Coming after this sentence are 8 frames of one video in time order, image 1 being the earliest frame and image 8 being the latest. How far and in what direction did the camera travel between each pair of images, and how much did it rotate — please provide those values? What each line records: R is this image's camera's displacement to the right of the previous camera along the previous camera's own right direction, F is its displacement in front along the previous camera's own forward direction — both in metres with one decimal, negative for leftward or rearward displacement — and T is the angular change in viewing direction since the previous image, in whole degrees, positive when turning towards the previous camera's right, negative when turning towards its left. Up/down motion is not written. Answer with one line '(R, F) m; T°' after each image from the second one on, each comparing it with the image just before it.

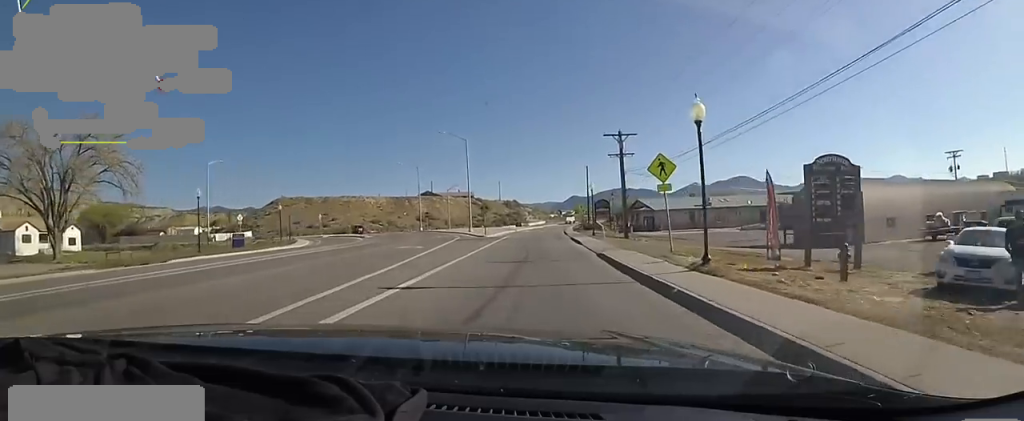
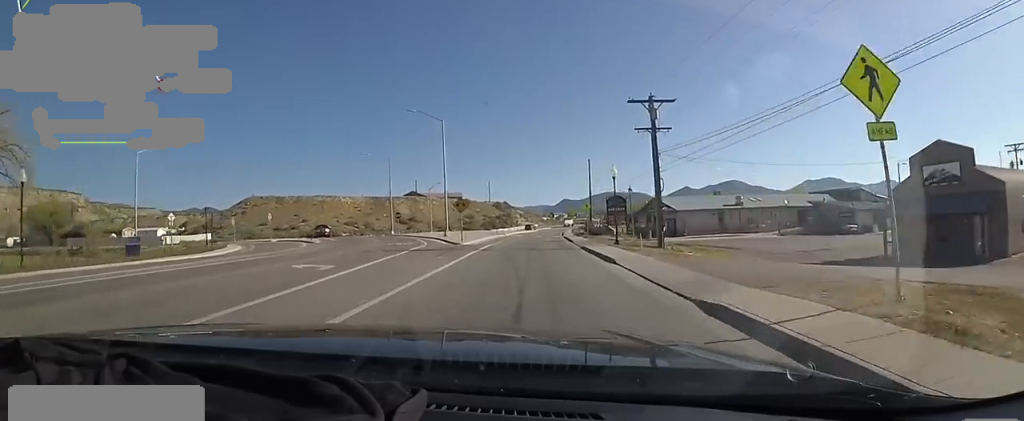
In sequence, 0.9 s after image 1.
(0.0, +12.8) m; +1°
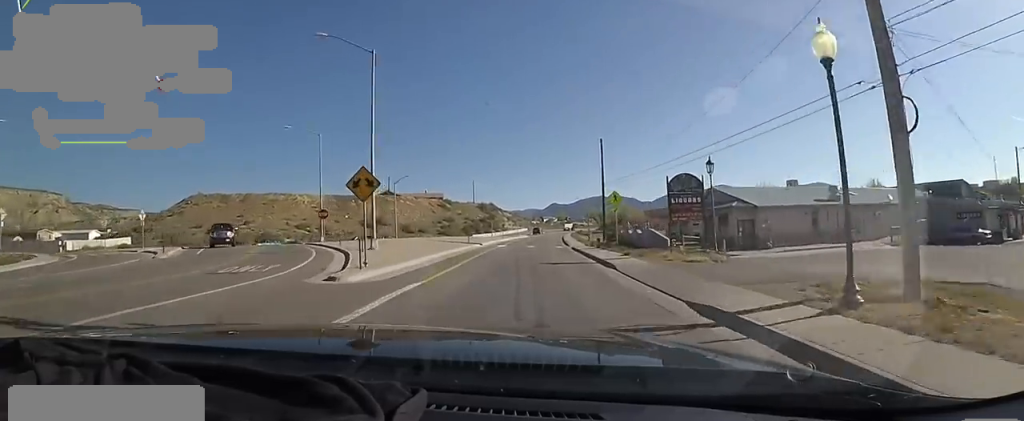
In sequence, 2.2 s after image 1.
(+1.0, +20.1) m; +4°
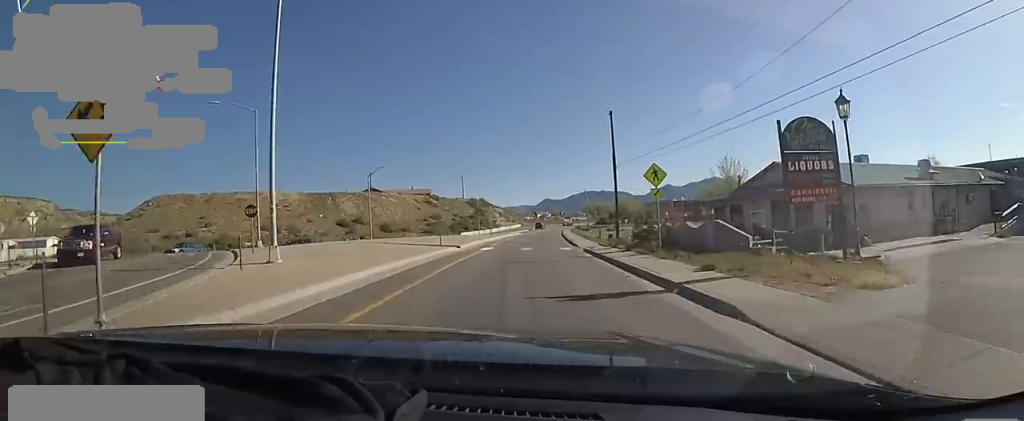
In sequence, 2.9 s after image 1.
(+0.5, +10.4) m; -1°
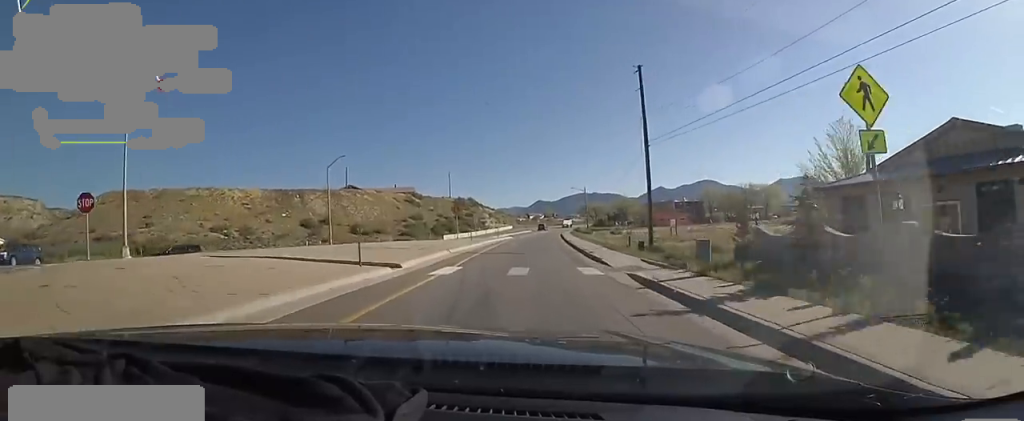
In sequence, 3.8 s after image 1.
(-0.9, +12.9) m; +1°
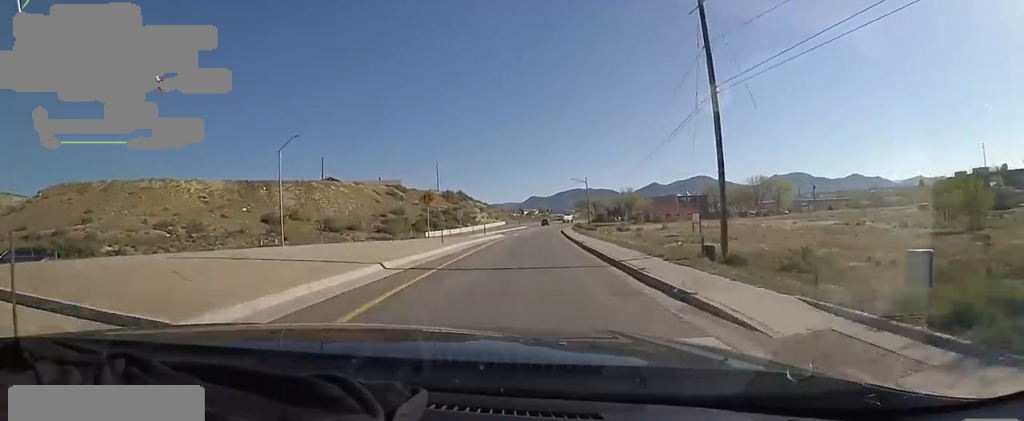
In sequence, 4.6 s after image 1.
(+0.9, +11.1) m; +3°
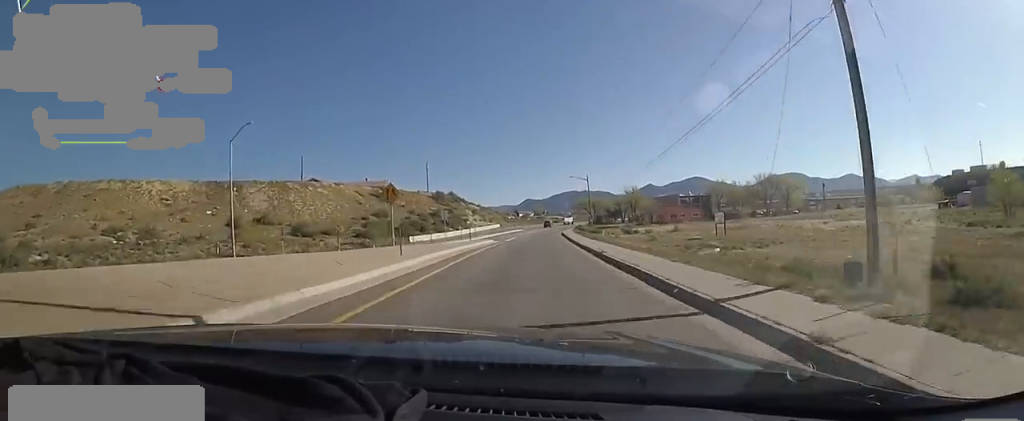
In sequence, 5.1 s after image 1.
(+0.2, +8.2) m; 0°
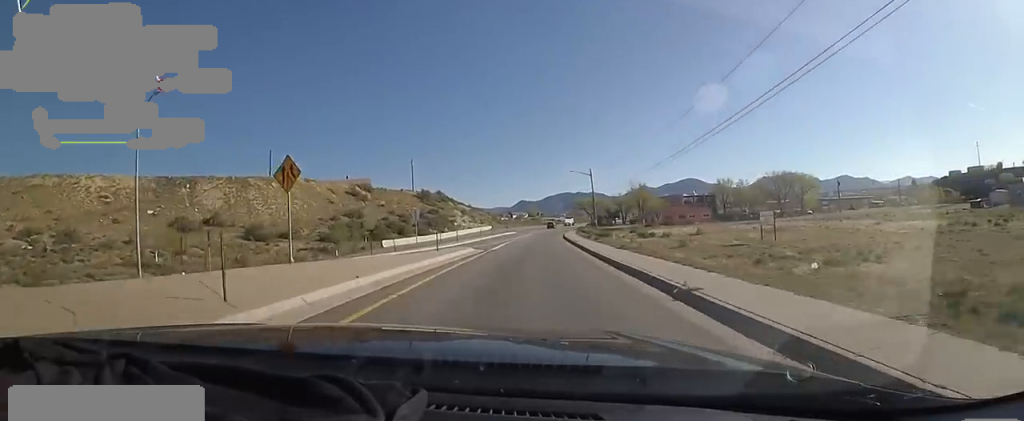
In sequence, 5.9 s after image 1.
(-0.1, +11.0) m; -3°
